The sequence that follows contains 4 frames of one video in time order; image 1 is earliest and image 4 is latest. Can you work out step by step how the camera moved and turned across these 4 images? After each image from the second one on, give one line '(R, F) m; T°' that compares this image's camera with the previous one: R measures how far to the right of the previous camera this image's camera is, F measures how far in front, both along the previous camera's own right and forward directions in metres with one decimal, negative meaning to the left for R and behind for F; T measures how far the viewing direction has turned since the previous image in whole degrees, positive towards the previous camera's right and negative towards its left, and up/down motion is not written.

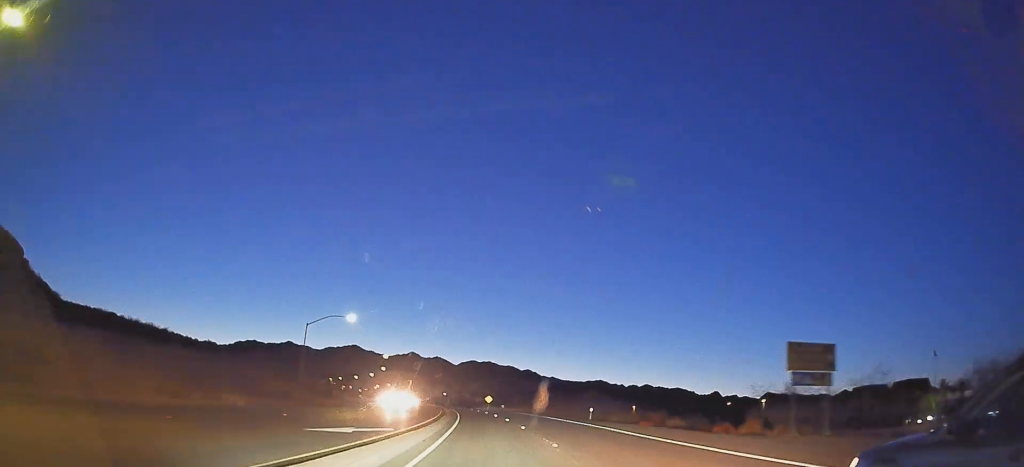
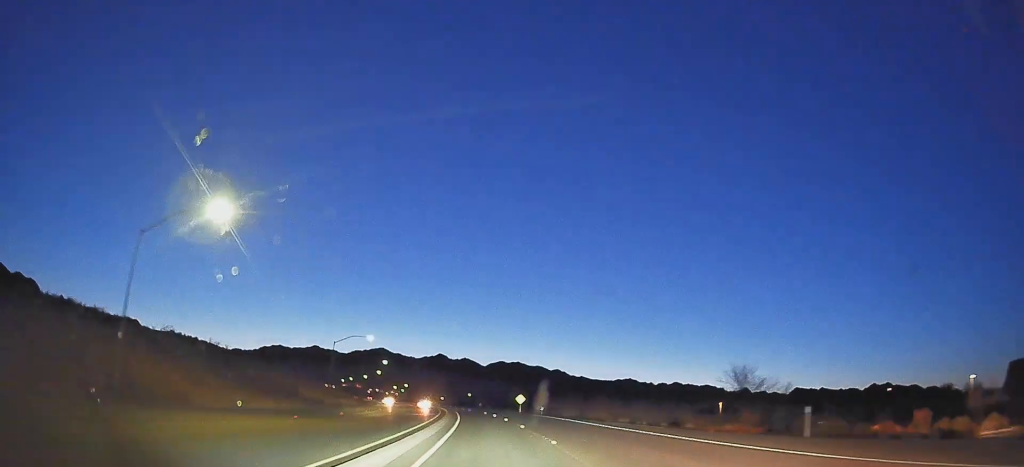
(+0.1, +35.7) m; -4°
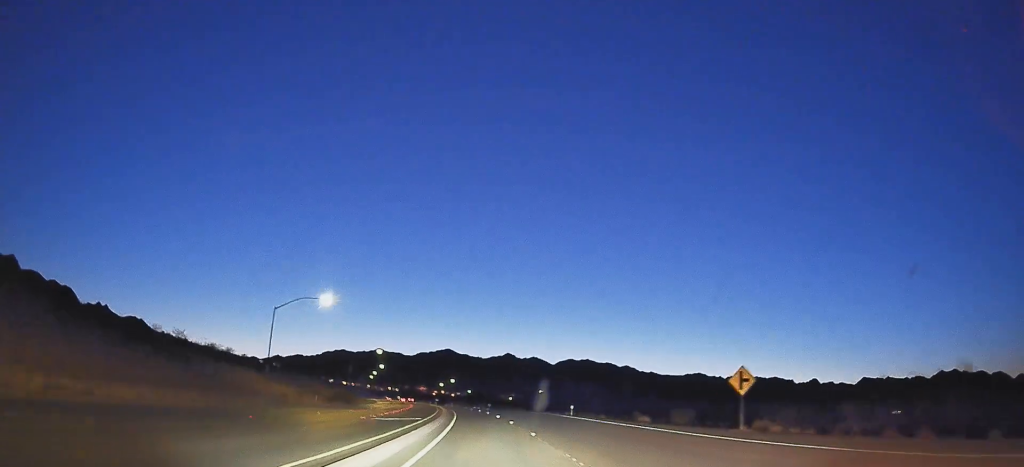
(-7.1, +80.1) m; -7°
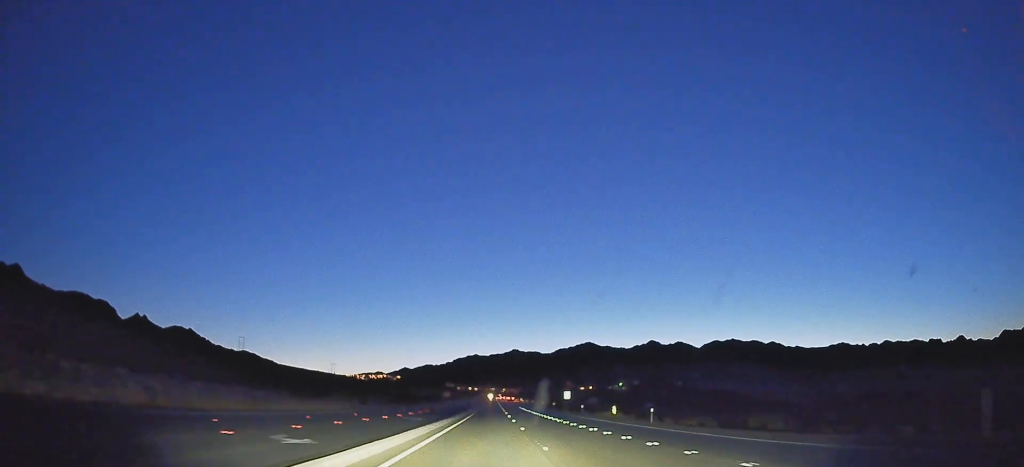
(-43.6, +330.5) m; -11°
